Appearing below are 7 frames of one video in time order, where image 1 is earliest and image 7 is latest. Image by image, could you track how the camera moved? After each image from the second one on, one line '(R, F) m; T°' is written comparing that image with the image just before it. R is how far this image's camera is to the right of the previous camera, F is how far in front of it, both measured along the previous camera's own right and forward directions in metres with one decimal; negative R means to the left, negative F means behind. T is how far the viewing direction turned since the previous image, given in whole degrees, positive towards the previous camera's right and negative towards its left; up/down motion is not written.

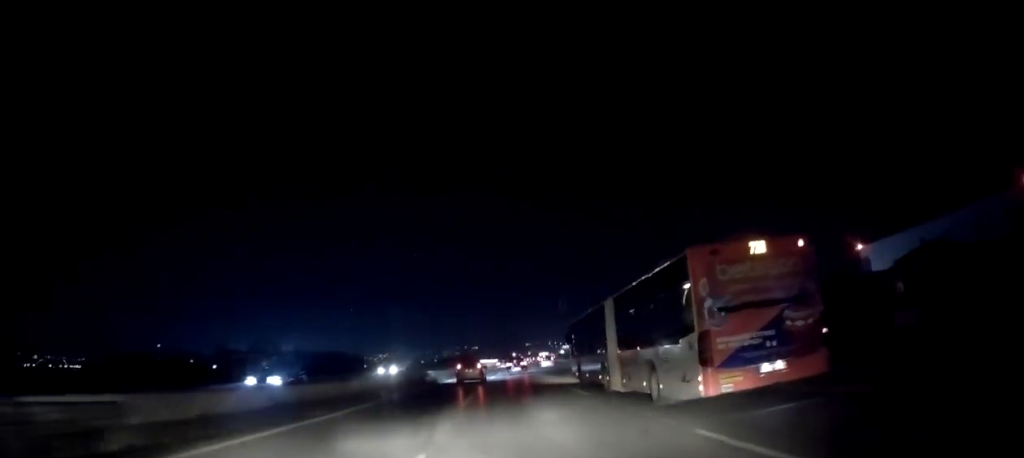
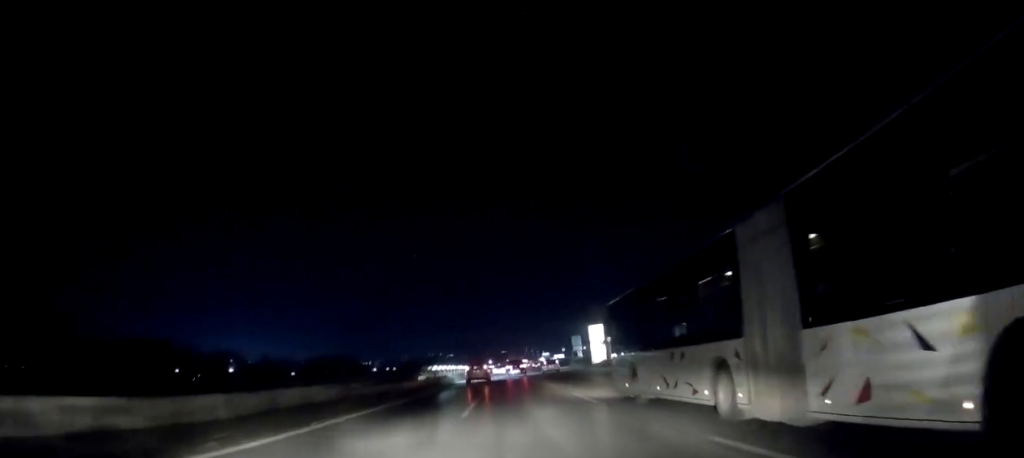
(+0.1, +45.8) m; +2°
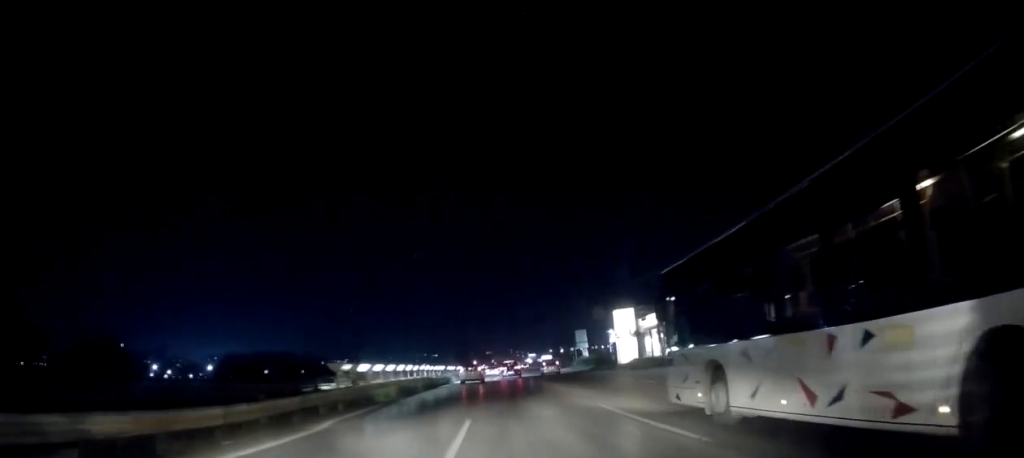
(+0.4, +20.7) m; +2°
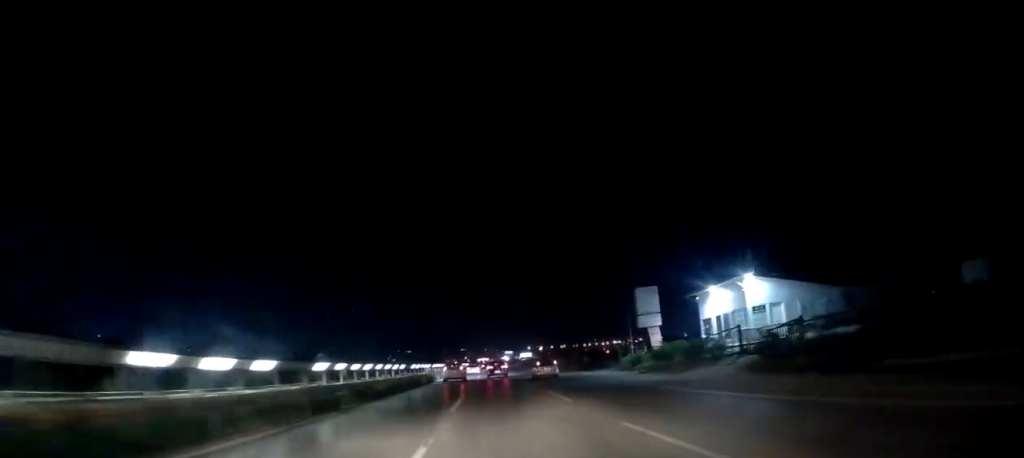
(+0.7, +48.2) m; +1°
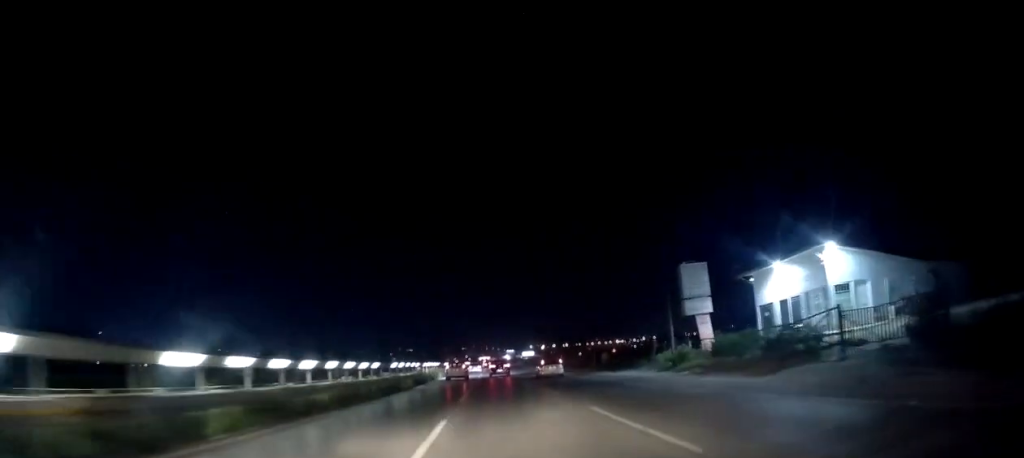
(0.0, +9.7) m; +1°
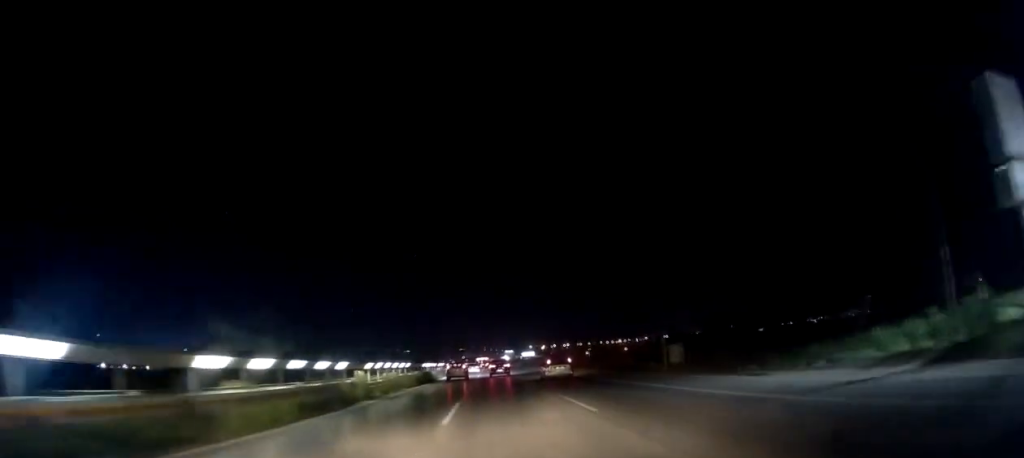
(+0.3, +23.3) m; 0°
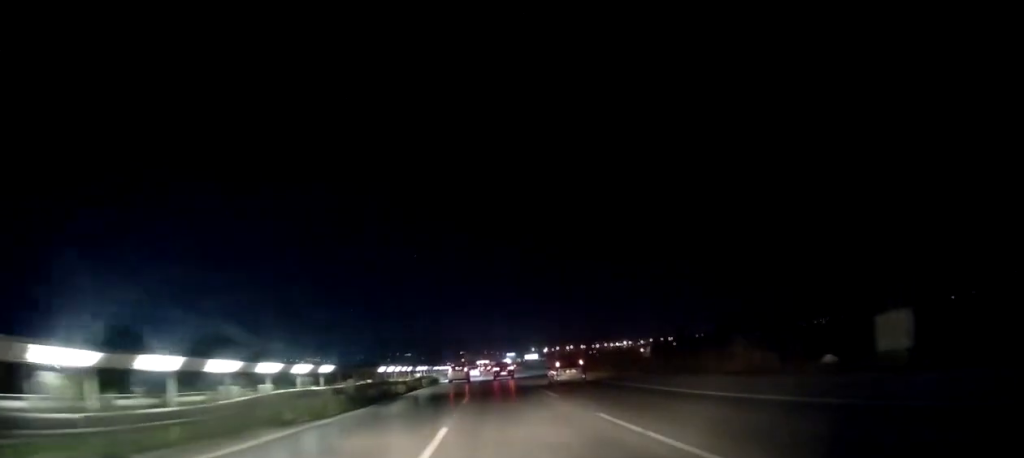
(-0.3, +21.3) m; -1°
